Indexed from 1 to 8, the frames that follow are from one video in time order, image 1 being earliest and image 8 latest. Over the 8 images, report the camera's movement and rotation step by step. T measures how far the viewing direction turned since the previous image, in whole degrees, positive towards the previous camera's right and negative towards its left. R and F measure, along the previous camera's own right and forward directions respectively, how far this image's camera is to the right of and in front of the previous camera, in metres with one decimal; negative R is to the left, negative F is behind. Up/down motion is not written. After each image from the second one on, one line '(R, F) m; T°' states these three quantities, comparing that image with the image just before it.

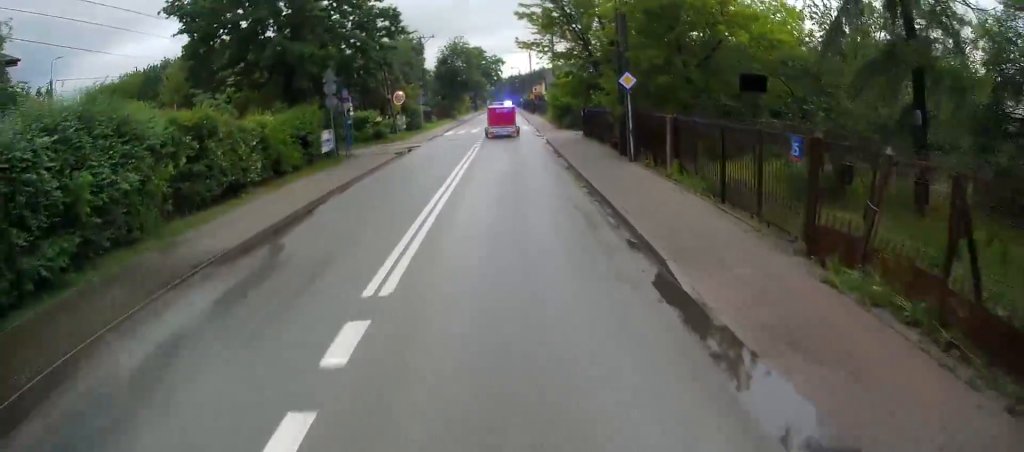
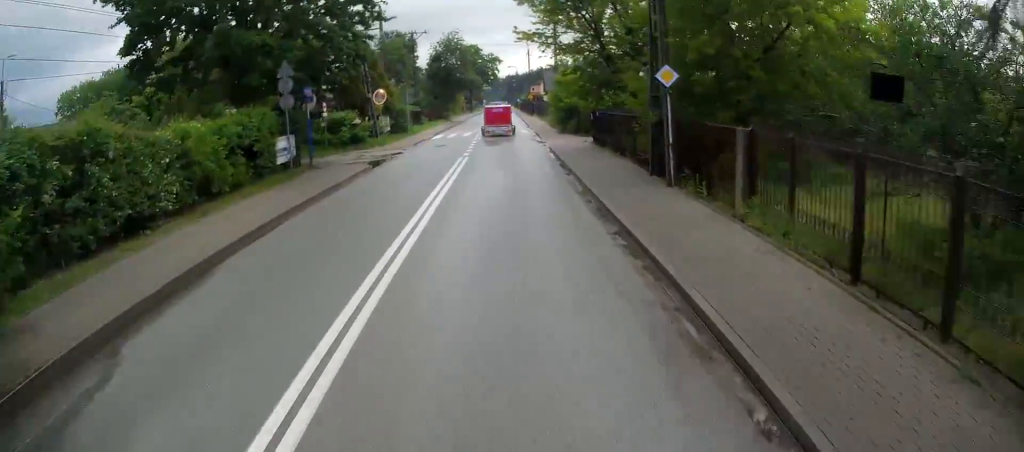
(0.0, +5.2) m; 0°
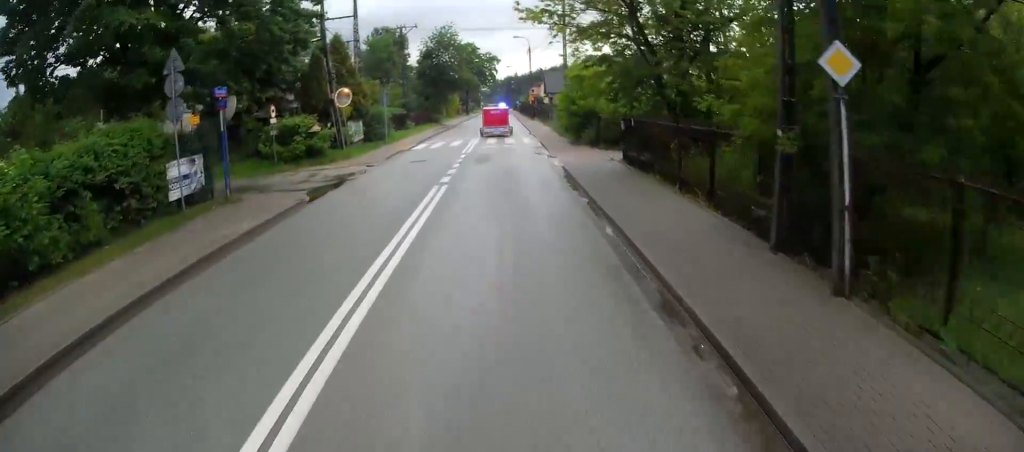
(0.0, +7.8) m; +1°
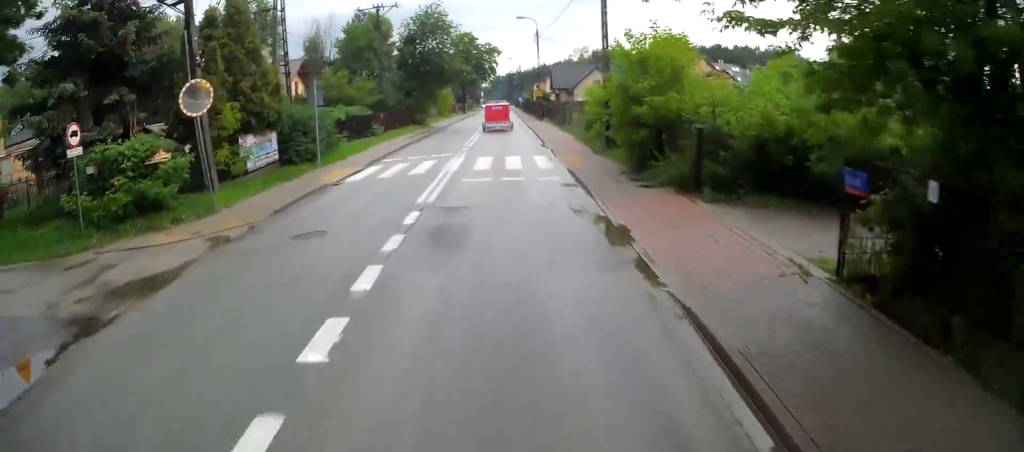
(+0.3, +14.1) m; +2°
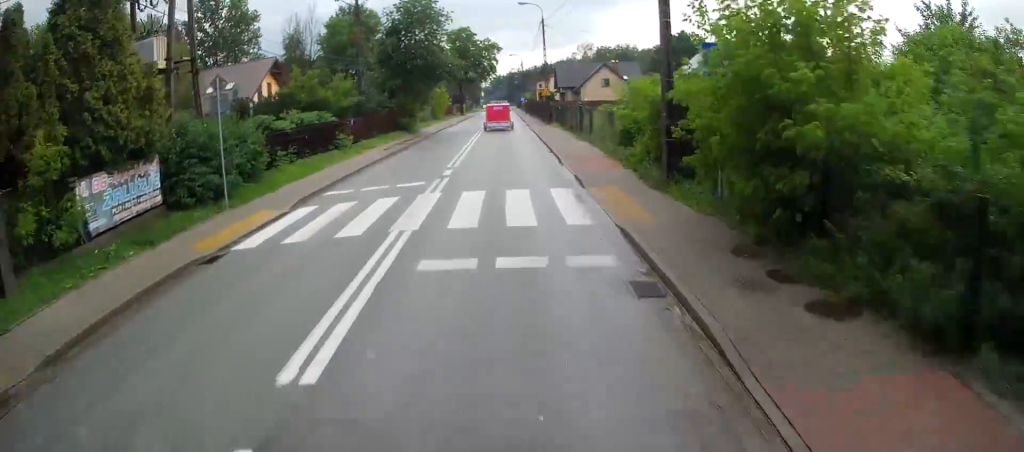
(+0.2, +8.6) m; 0°
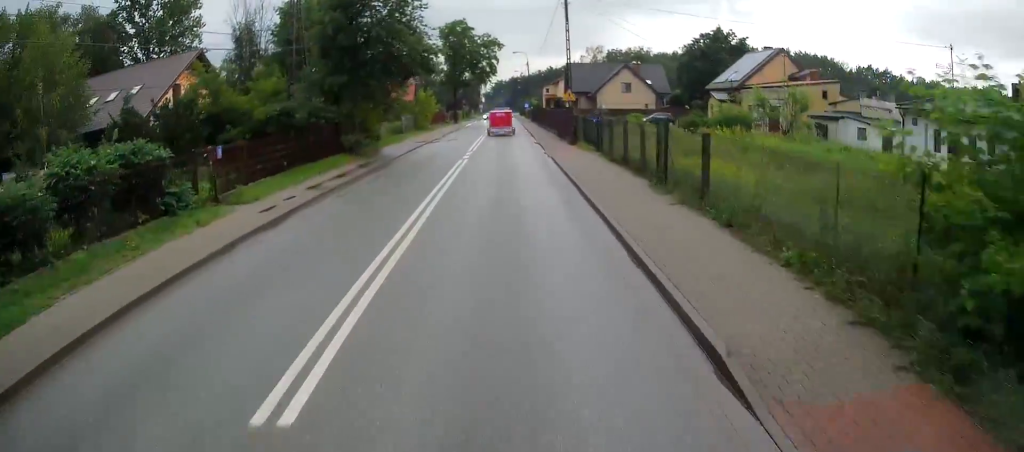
(-0.5, +16.8) m; -1°
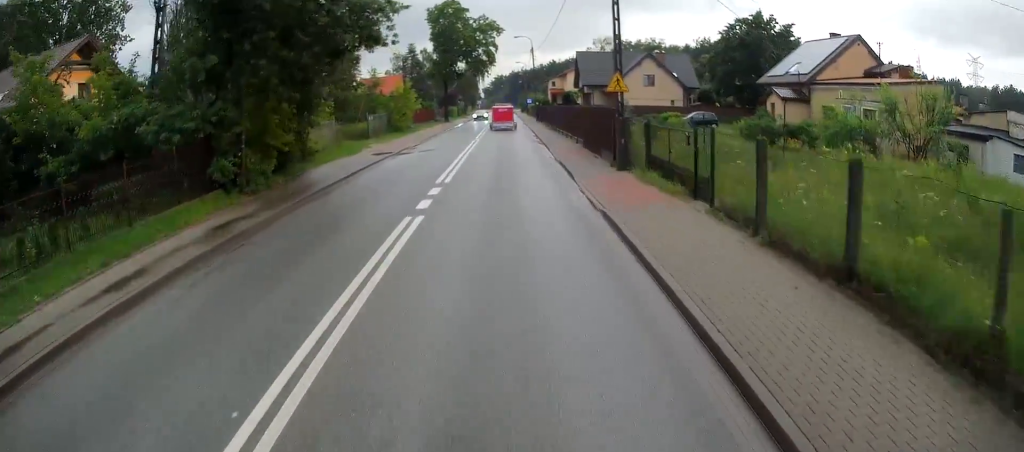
(0.0, +13.9) m; +1°
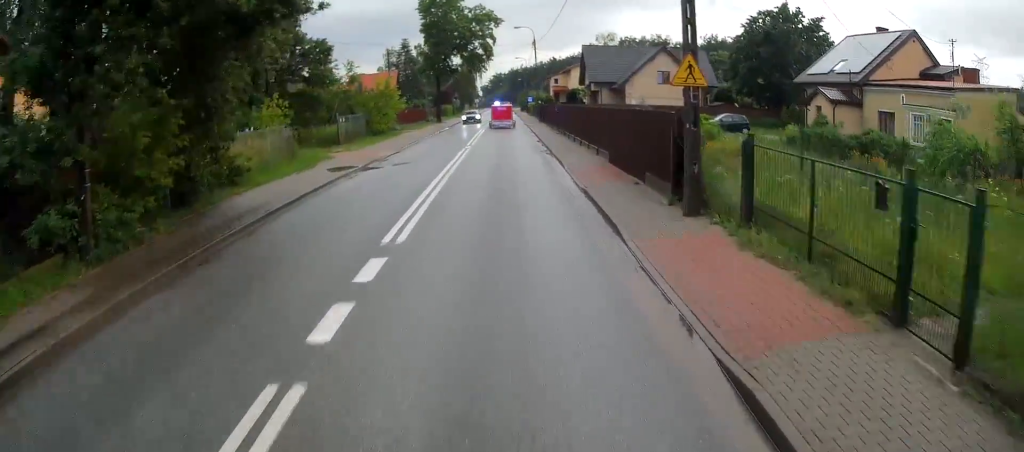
(-0.1, +7.2) m; +1°
